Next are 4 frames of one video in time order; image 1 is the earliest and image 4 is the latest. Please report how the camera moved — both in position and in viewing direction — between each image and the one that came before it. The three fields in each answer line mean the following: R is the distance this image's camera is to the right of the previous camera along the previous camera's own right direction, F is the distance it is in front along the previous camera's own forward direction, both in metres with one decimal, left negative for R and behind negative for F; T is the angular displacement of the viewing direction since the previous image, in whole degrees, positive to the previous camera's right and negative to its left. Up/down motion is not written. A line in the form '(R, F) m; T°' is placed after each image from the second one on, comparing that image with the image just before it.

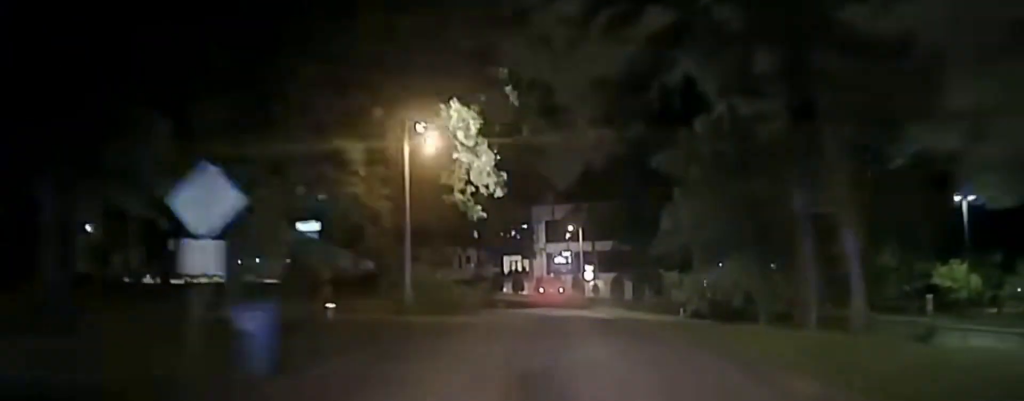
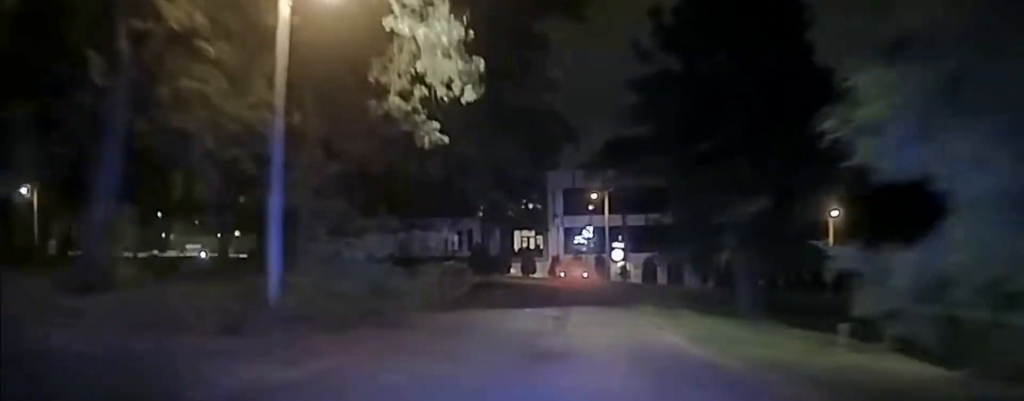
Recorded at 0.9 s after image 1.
(+0.3, +18.2) m; 0°
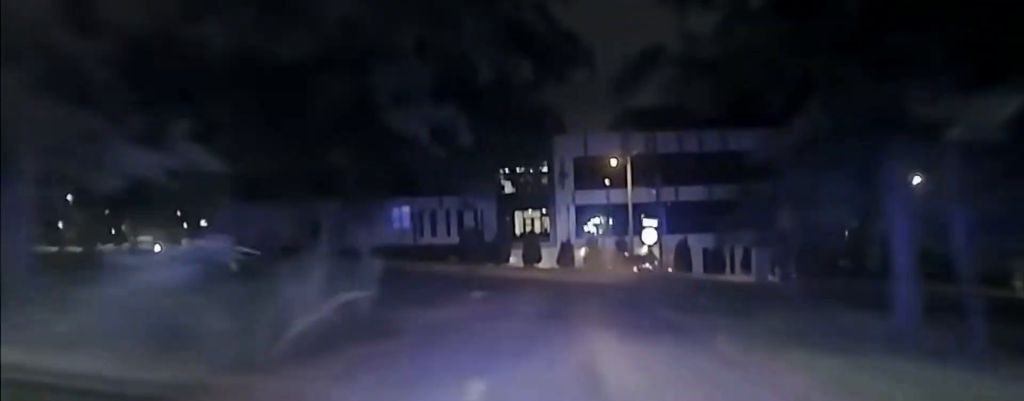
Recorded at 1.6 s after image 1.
(-0.2, +14.7) m; -1°
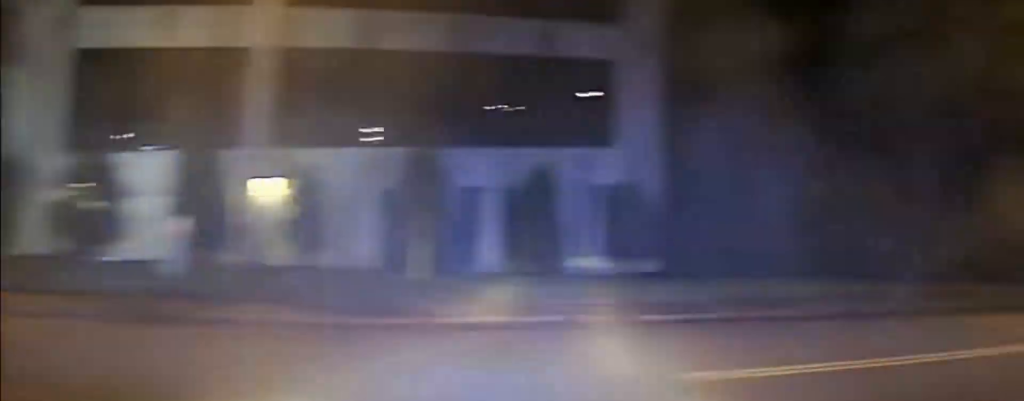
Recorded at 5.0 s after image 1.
(+0.7, +63.3) m; +27°
